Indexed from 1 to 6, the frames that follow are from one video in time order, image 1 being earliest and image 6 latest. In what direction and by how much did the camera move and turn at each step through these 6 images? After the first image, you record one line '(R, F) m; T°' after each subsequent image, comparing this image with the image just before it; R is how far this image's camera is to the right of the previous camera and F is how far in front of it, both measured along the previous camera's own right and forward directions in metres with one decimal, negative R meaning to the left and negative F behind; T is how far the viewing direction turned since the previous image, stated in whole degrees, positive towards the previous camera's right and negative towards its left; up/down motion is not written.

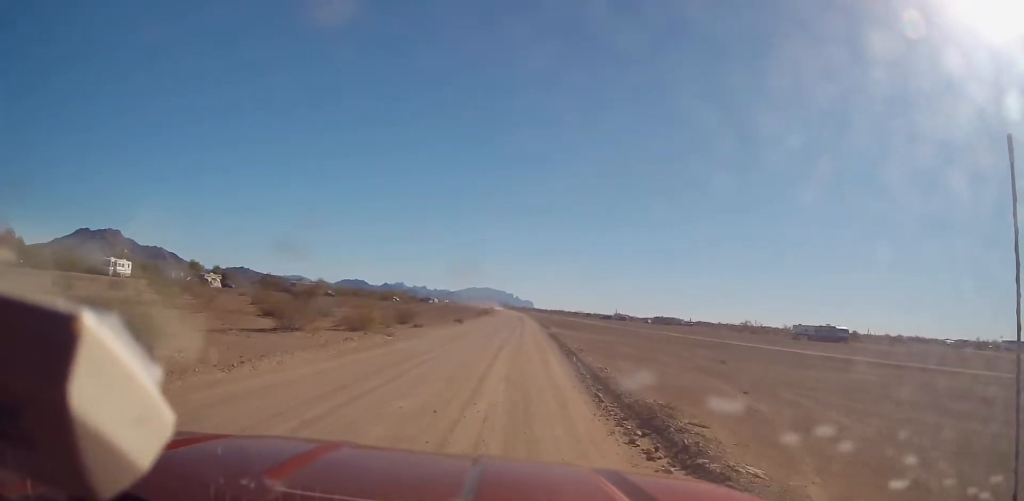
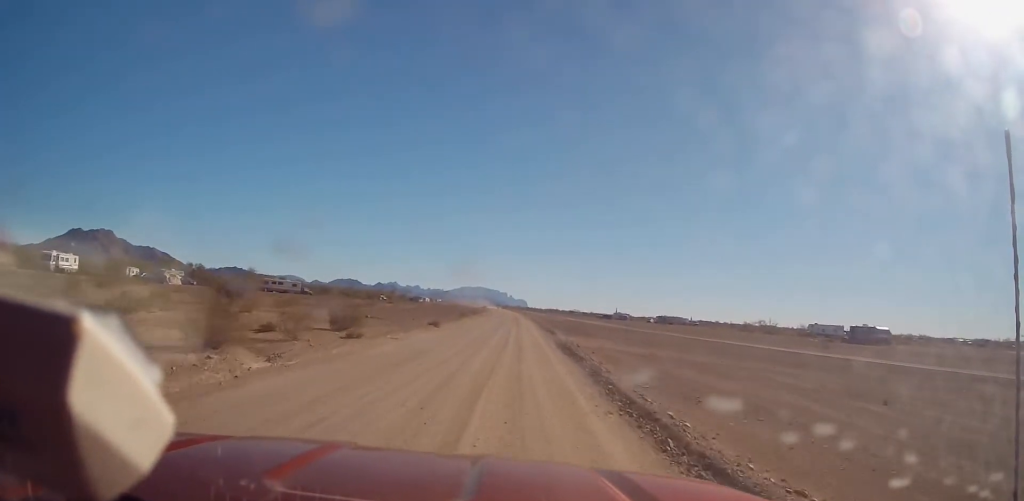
(+0.1, +15.5) m; 0°
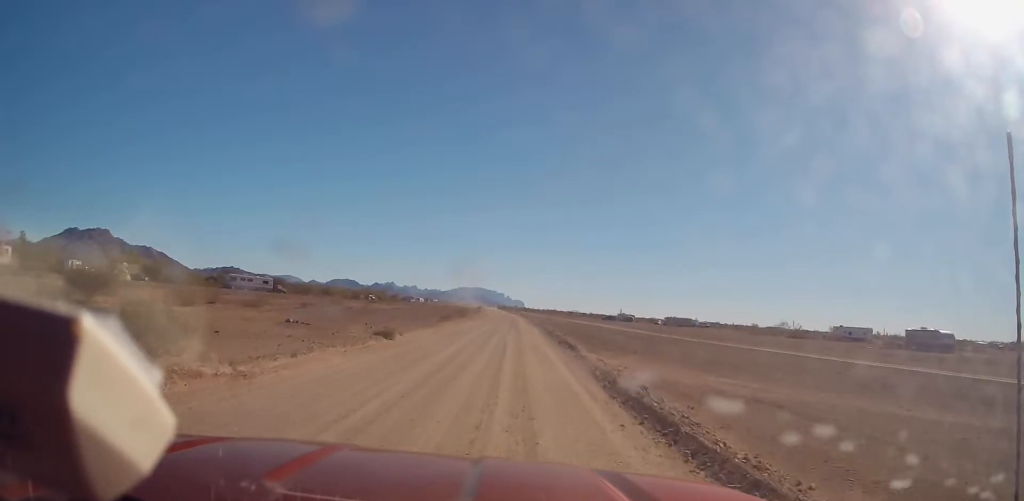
(-0.4, +17.3) m; 0°
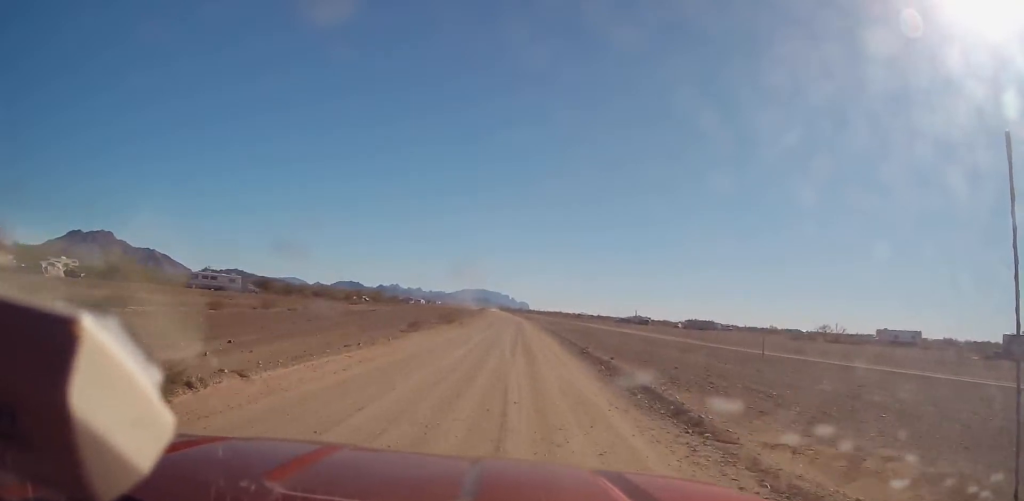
(+0.3, +20.4) m; +1°
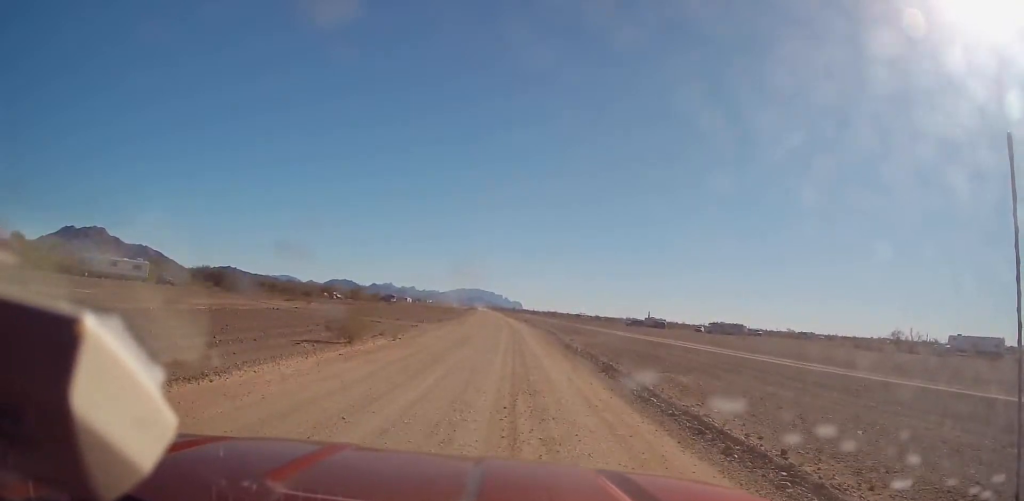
(-0.2, +31.8) m; 0°
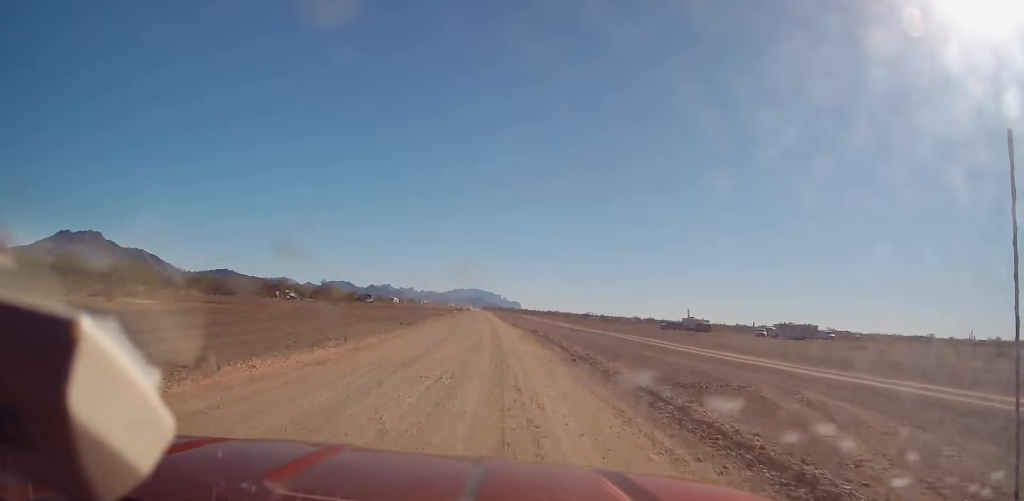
(+0.5, +44.5) m; 0°
